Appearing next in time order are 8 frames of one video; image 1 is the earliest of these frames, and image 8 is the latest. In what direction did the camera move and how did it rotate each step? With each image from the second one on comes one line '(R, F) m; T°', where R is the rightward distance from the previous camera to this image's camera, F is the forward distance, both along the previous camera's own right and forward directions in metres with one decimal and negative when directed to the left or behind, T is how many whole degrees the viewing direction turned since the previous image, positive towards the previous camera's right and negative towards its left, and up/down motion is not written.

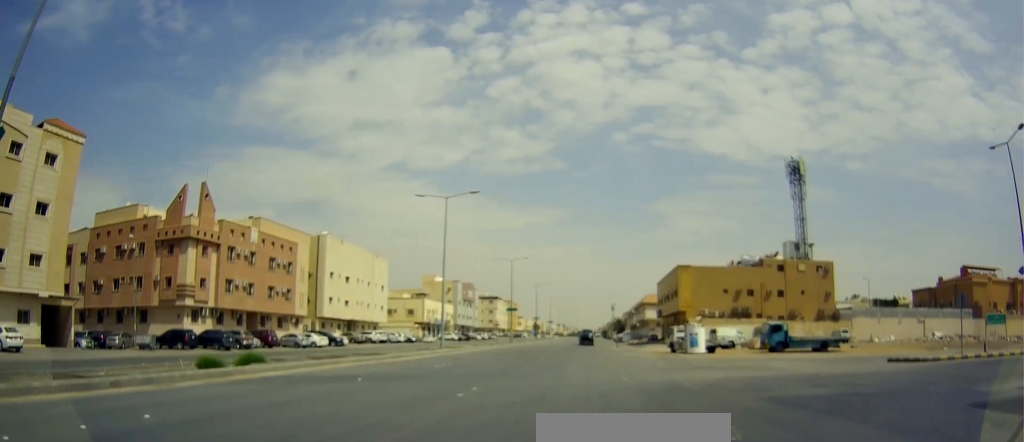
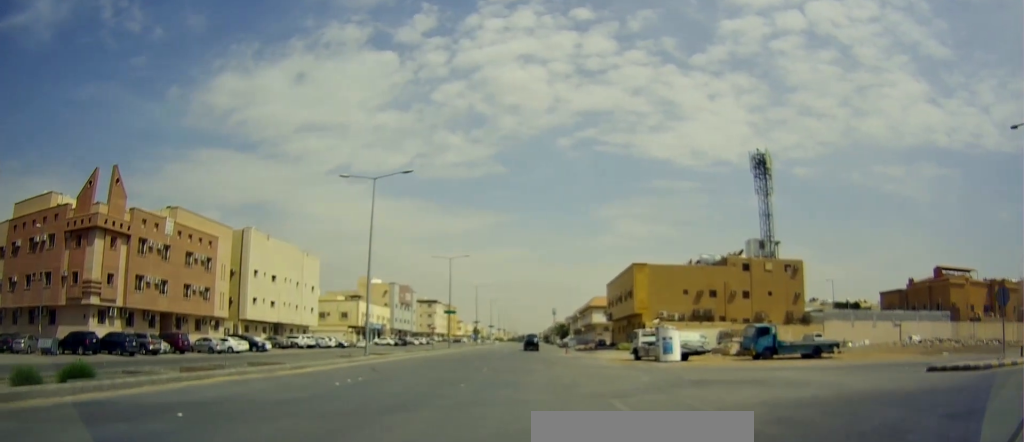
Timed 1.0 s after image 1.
(+0.3, +5.2) m; +11°
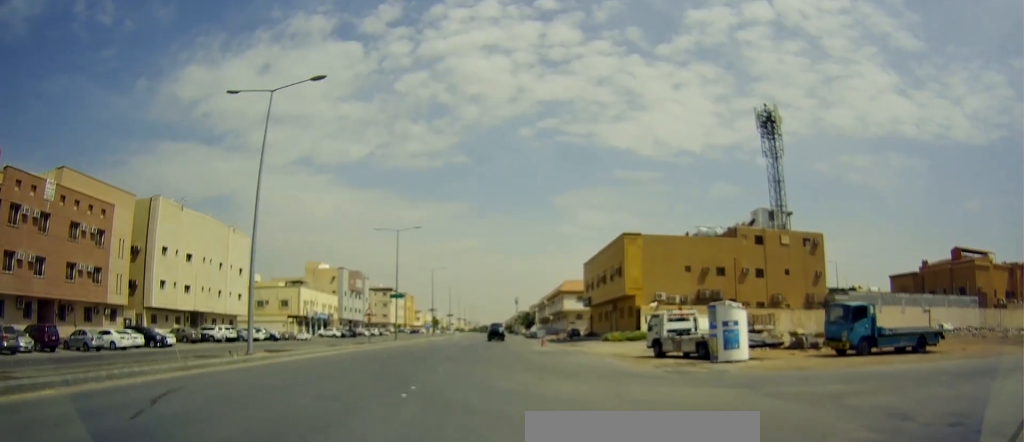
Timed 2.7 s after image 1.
(+1.8, +12.1) m; +9°
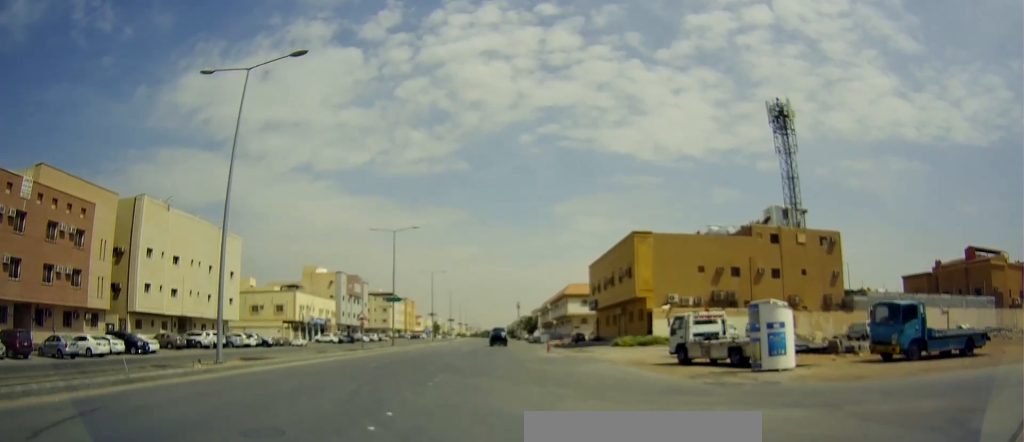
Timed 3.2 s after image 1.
(0.0, +3.3) m; 0°
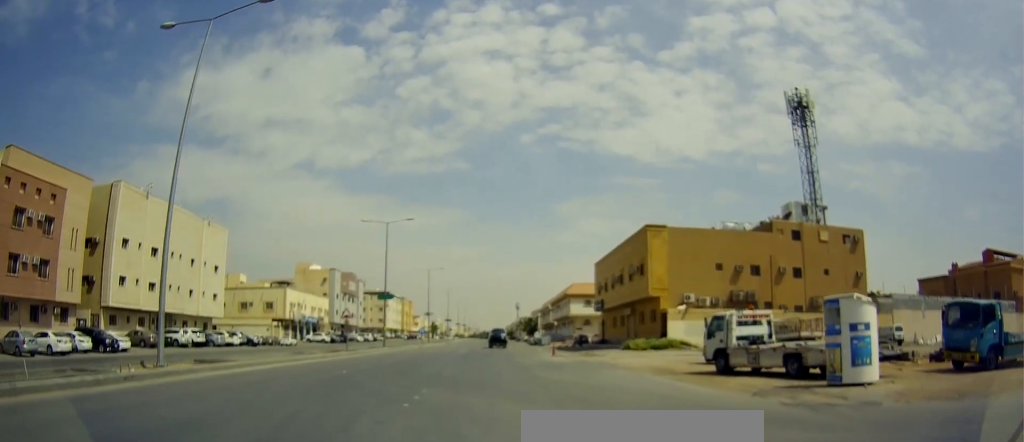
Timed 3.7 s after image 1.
(-0.1, +4.7) m; -1°
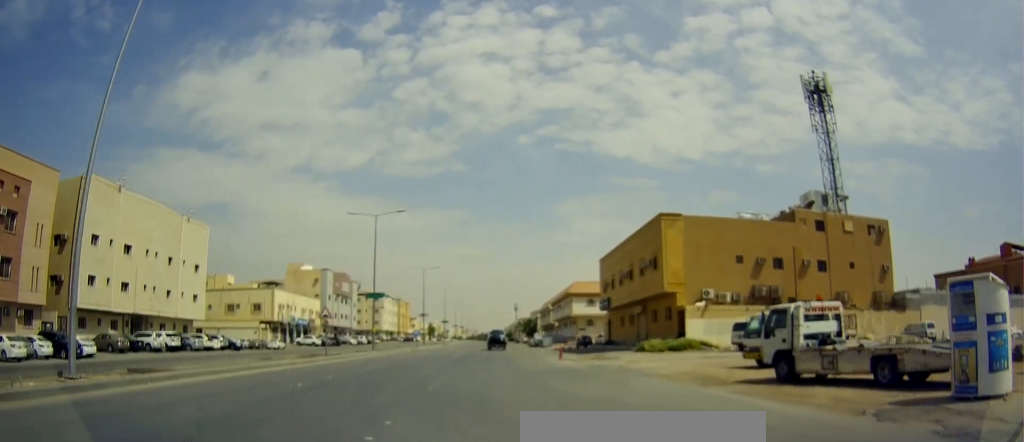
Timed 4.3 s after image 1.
(0.0, +5.1) m; 0°
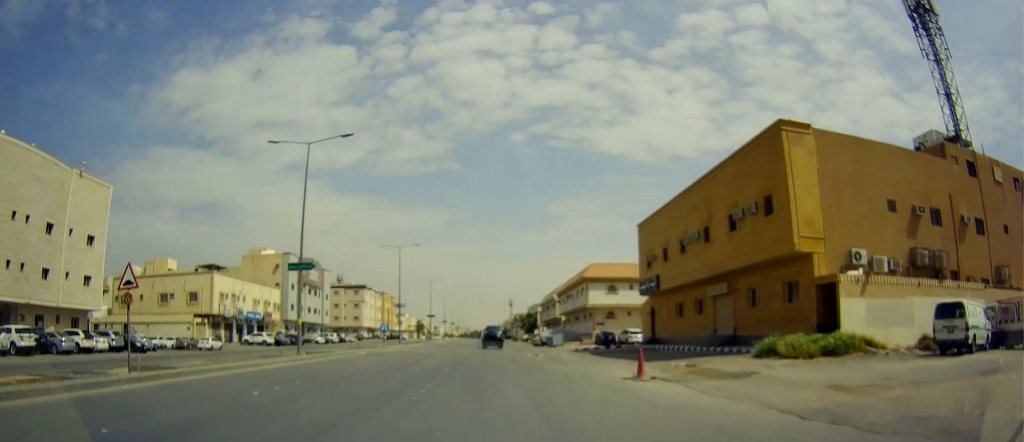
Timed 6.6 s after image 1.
(+0.2, +18.8) m; +2°
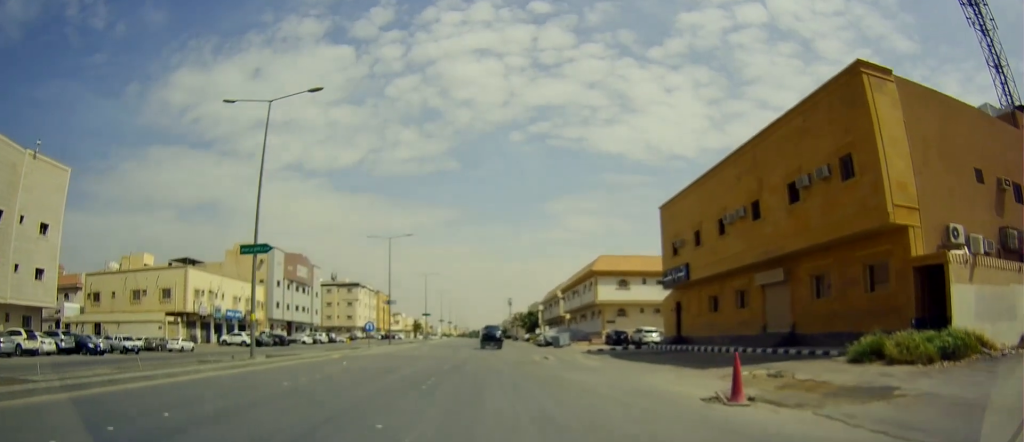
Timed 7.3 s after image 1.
(+0.1, +6.5) m; +2°
